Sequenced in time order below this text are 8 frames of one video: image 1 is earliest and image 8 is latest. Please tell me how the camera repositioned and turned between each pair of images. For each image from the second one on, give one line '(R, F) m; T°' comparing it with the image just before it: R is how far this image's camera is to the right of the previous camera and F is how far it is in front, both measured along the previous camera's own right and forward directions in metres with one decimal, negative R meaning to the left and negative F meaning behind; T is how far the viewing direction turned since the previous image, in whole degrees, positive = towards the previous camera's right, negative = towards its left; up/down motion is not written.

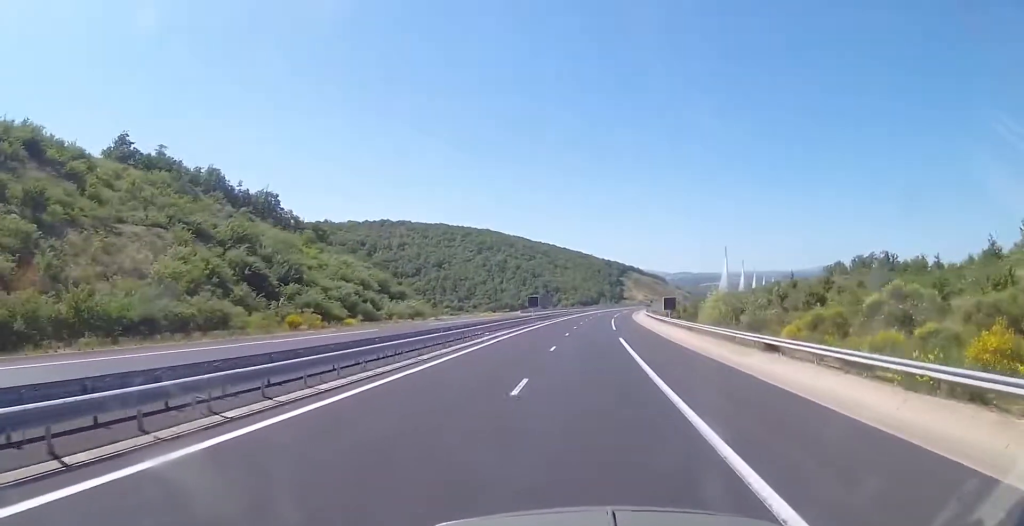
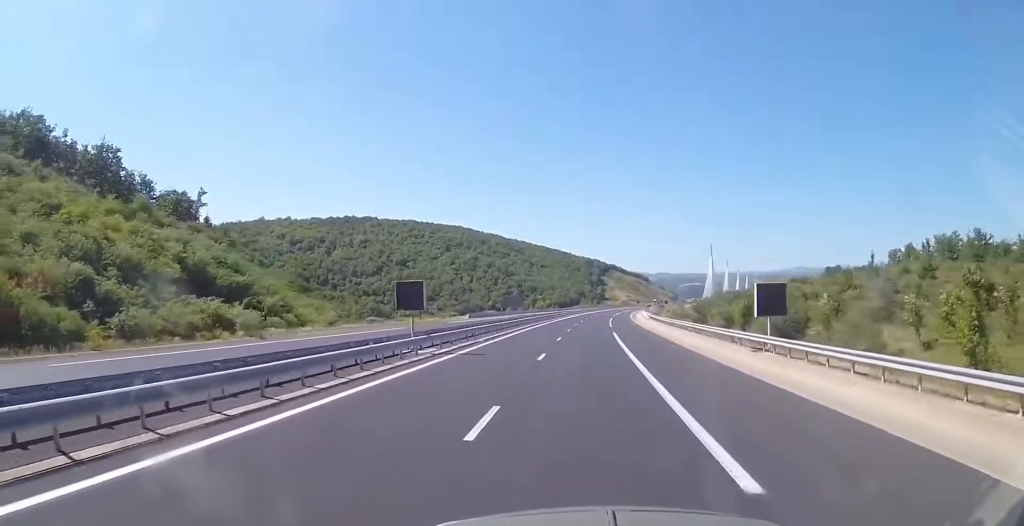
(+1.0, +43.7) m; +2°
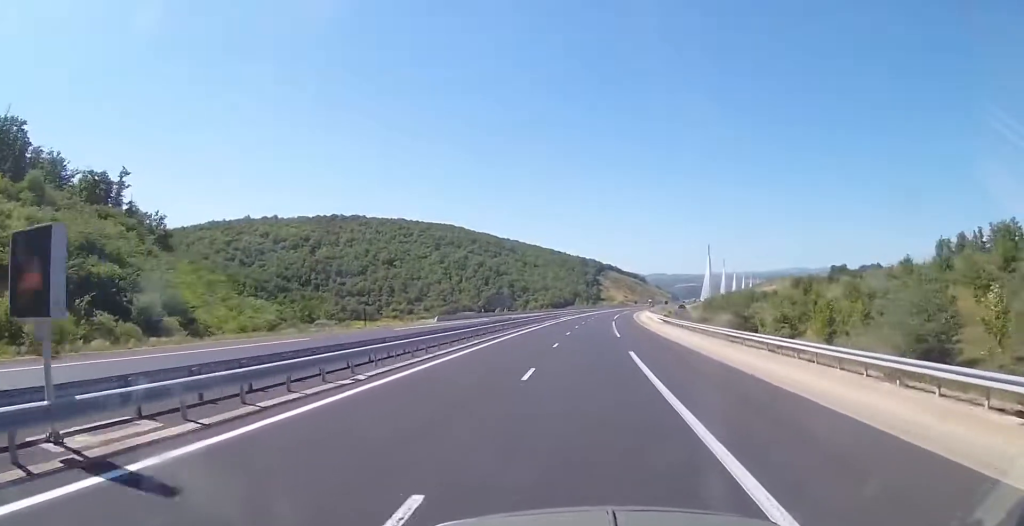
(0.0, +18.8) m; +1°
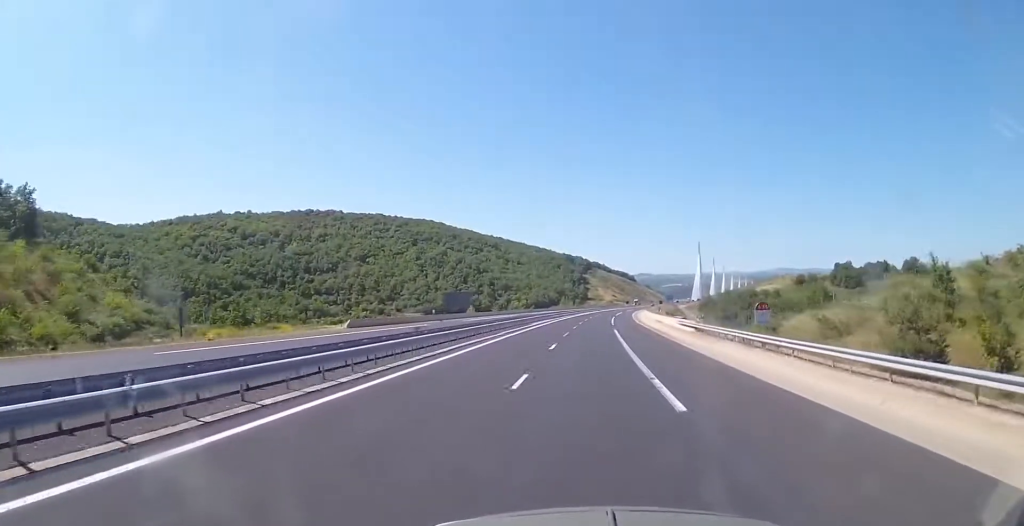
(+0.8, +27.7) m; +2°
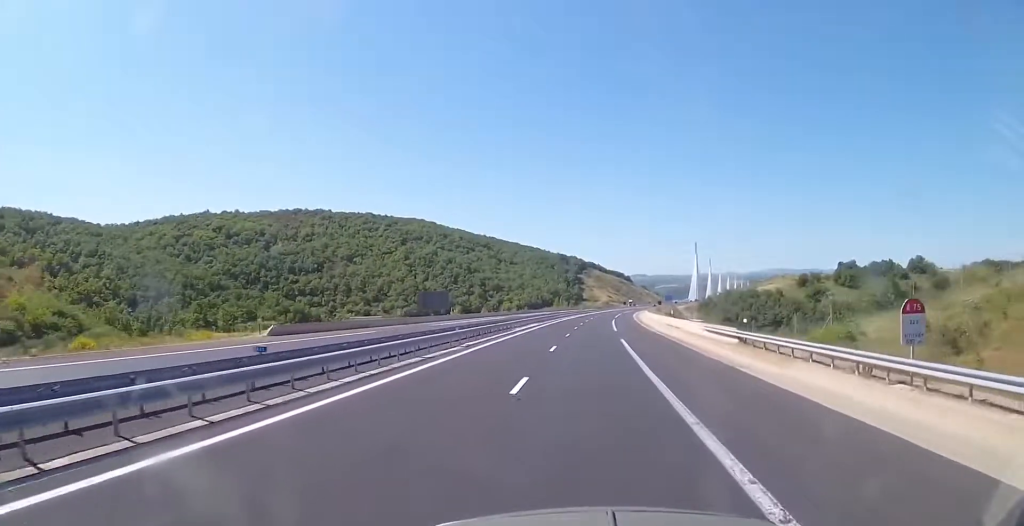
(+0.2, +13.8) m; 0°
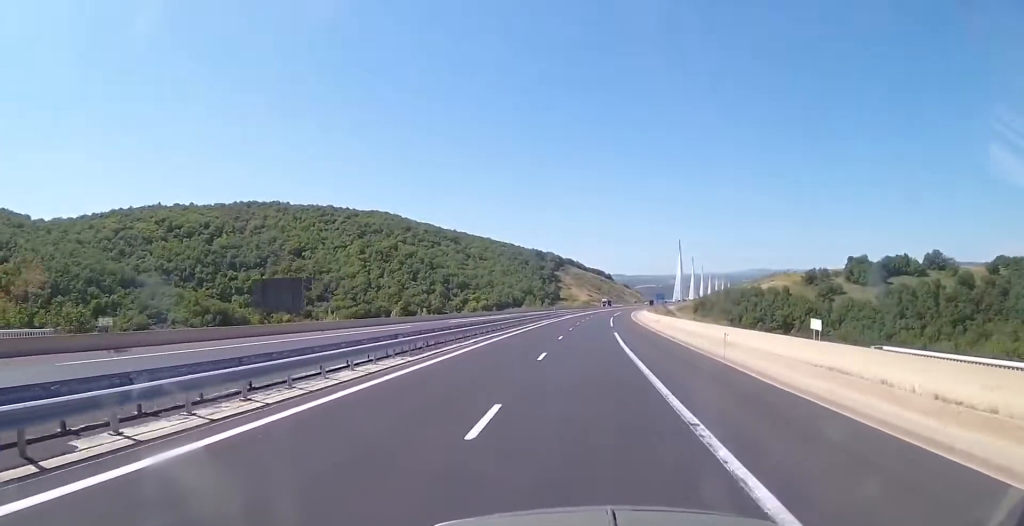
(+0.5, +43.5) m; +2°
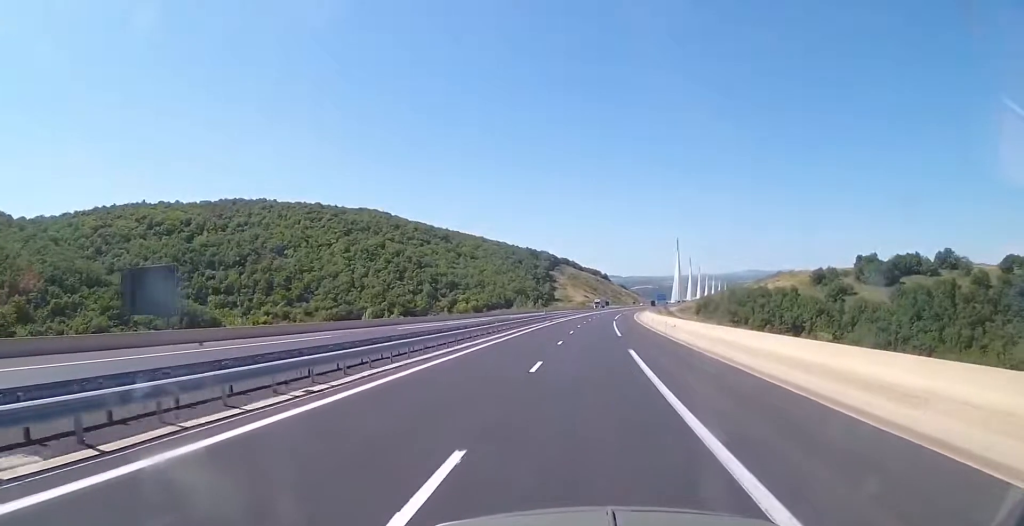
(+0.1, +16.9) m; +1°
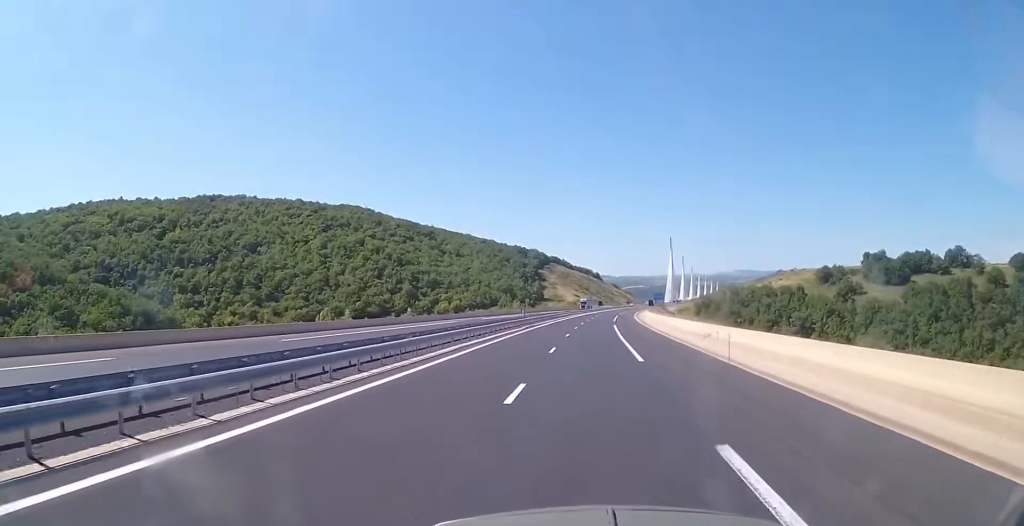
(+0.3, +19.2) m; +1°
